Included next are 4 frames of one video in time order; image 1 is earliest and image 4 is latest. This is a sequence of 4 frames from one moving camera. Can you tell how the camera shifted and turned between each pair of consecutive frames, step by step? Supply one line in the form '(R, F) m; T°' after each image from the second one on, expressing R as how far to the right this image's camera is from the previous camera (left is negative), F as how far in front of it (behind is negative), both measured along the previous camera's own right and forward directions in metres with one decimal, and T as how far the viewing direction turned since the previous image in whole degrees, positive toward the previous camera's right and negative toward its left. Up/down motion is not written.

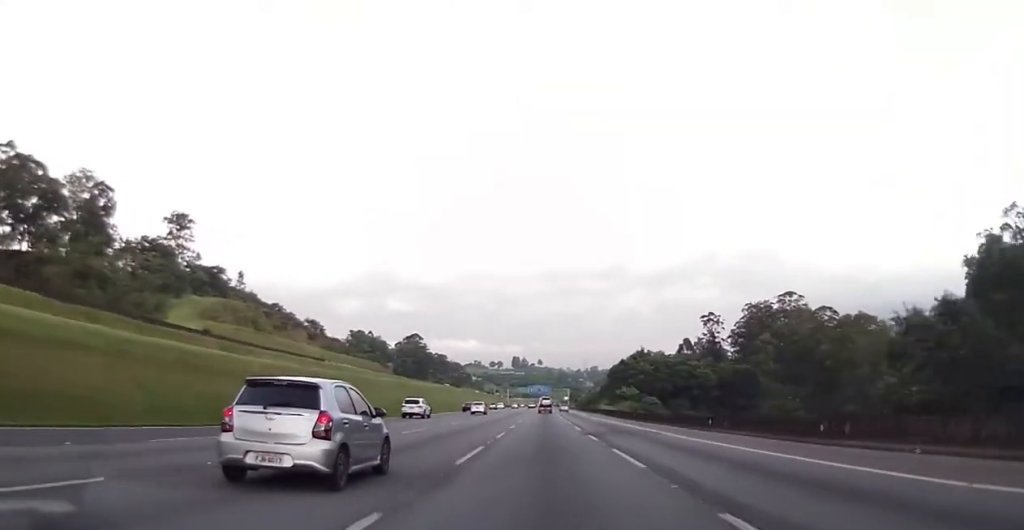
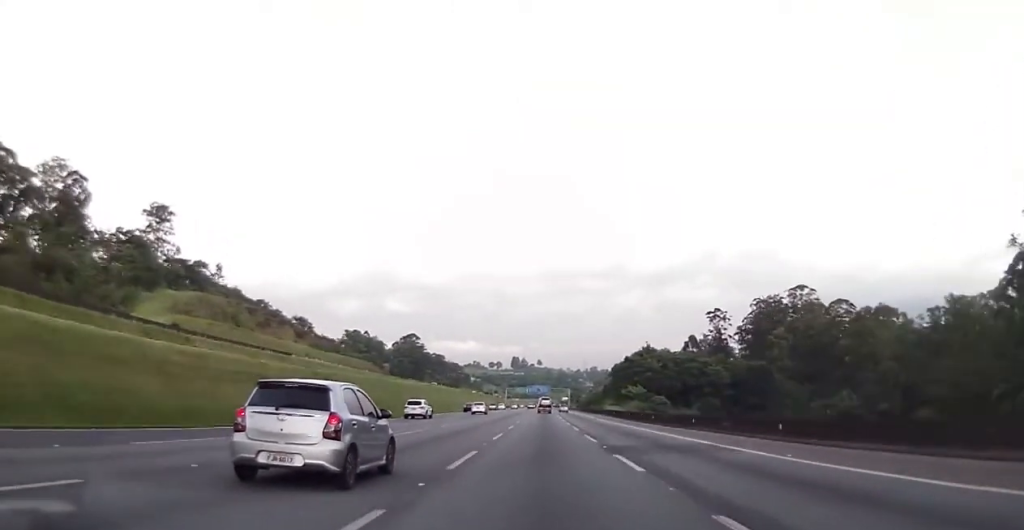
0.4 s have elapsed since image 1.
(+0.1, +12.1) m; 0°
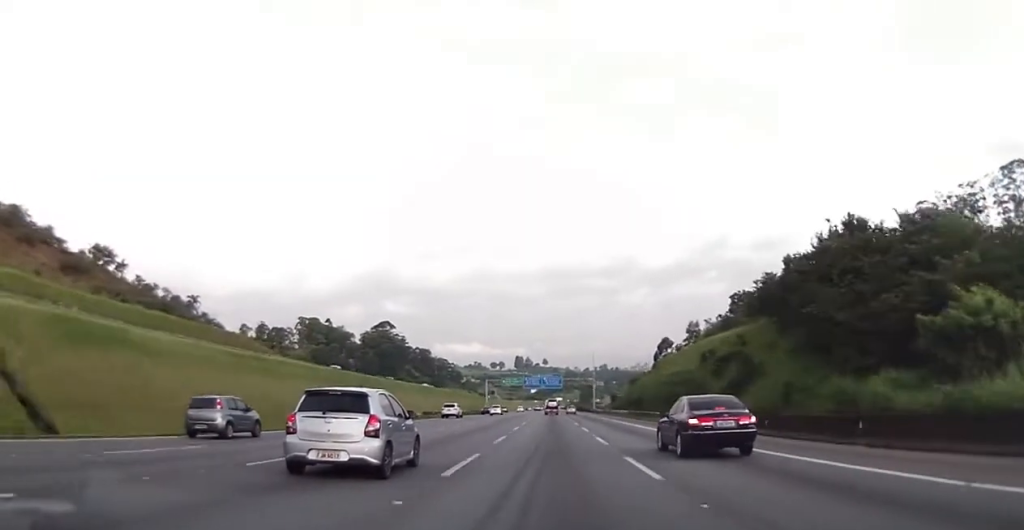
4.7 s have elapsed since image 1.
(-0.9, +119.3) m; 0°
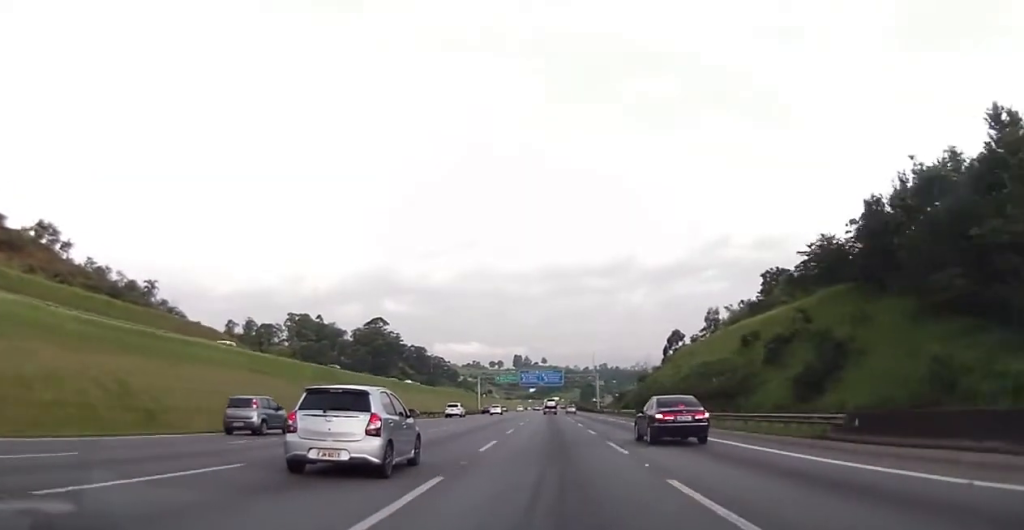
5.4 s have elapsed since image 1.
(0.0, +17.6) m; 0°
